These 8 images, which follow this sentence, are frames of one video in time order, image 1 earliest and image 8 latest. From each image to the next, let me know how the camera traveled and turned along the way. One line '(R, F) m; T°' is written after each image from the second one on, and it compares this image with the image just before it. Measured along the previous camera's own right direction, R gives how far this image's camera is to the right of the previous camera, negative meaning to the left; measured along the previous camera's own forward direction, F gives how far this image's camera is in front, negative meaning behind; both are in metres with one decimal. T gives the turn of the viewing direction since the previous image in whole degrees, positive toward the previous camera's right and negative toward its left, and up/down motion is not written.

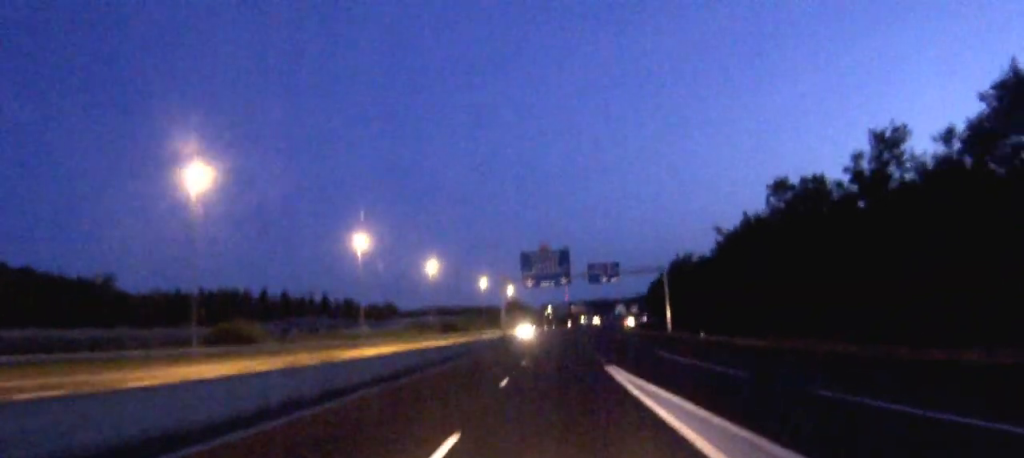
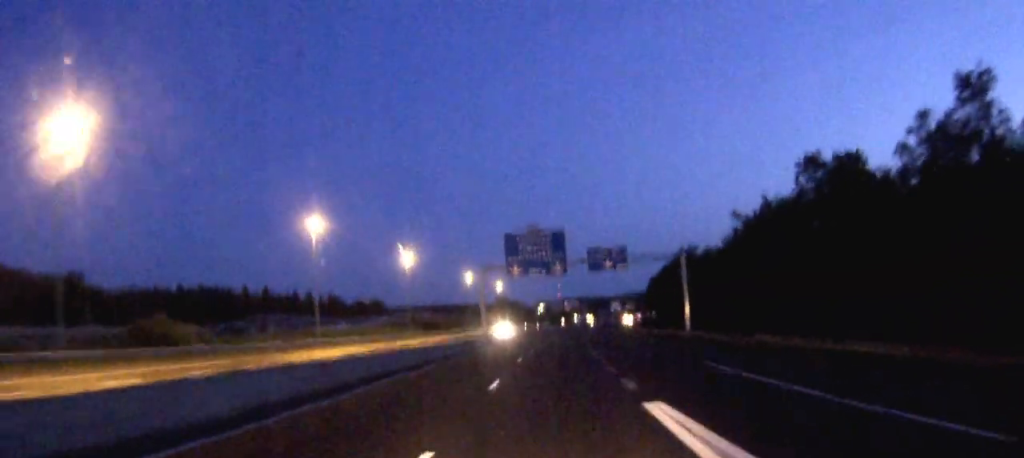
(0.0, +14.7) m; 0°
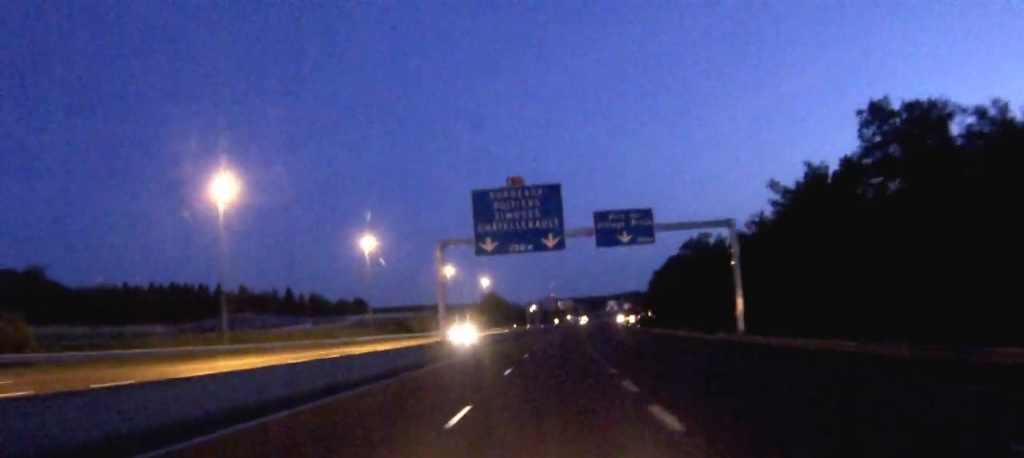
(+0.1, +20.2) m; 0°
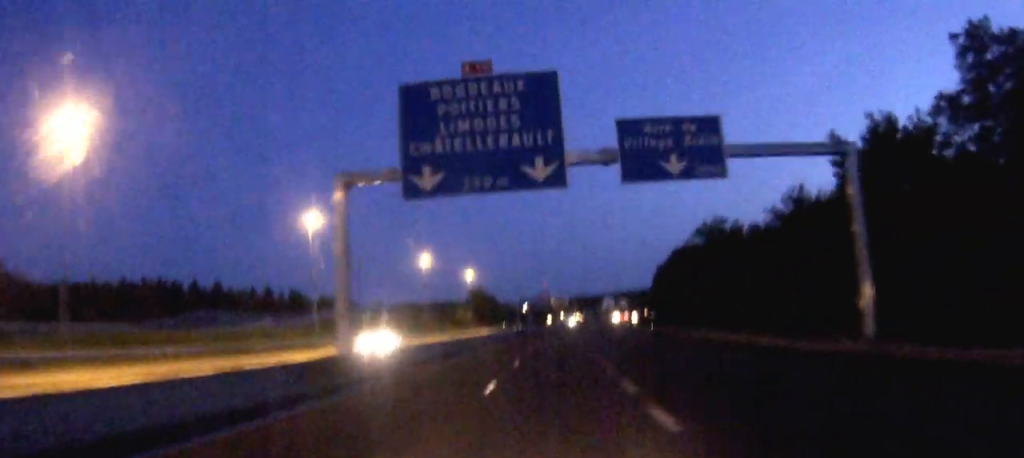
(+0.1, +19.3) m; 0°
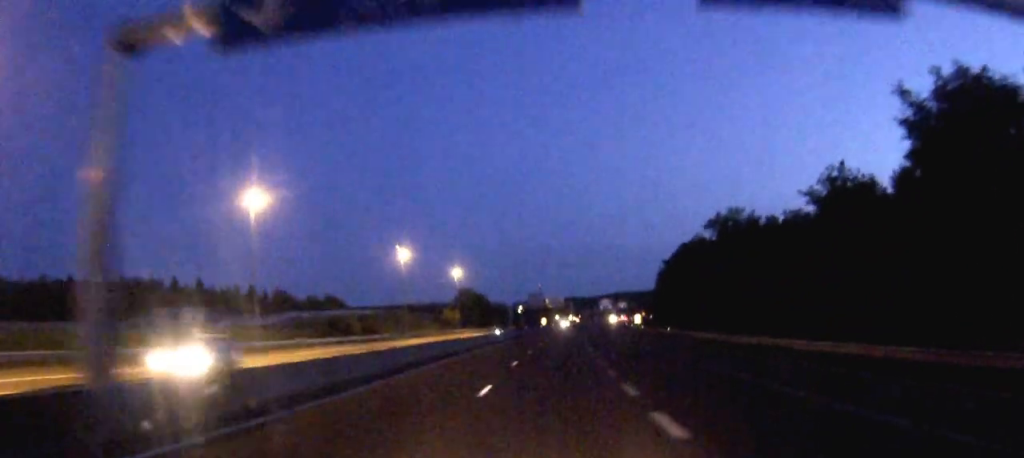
(0.0, +13.8) m; 0°
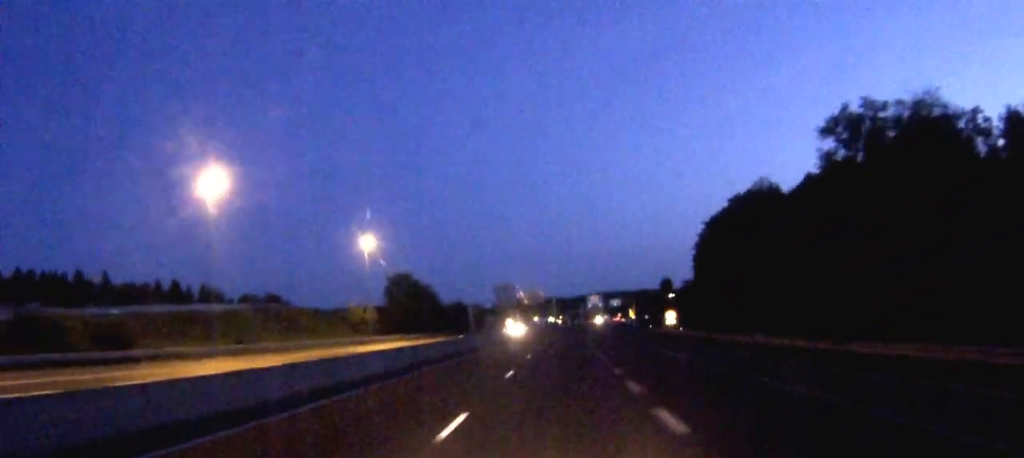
(+0.8, +58.1) m; +2°
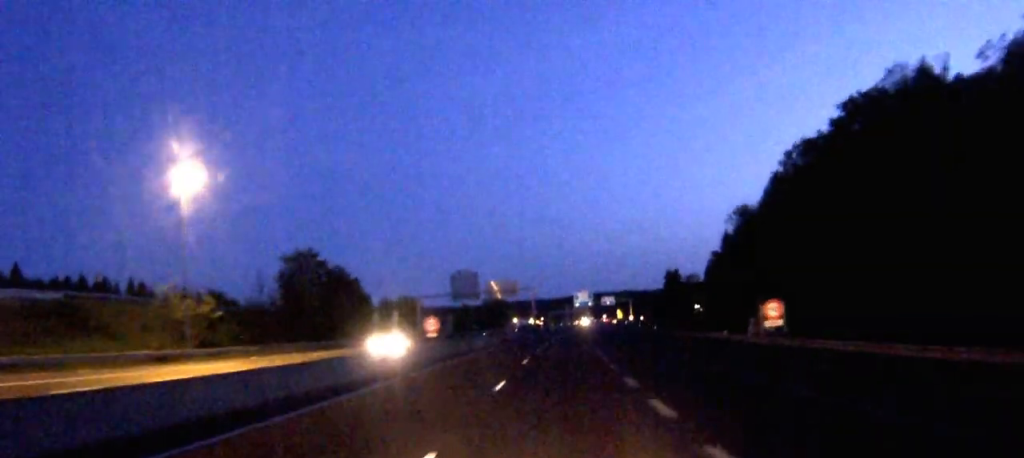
(+0.5, +43.6) m; +1°
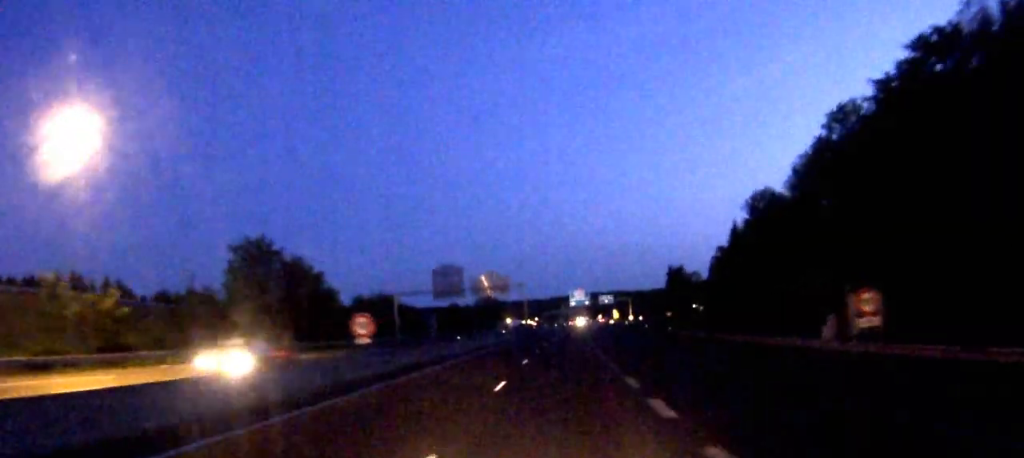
(0.0, +13.0) m; 0°
